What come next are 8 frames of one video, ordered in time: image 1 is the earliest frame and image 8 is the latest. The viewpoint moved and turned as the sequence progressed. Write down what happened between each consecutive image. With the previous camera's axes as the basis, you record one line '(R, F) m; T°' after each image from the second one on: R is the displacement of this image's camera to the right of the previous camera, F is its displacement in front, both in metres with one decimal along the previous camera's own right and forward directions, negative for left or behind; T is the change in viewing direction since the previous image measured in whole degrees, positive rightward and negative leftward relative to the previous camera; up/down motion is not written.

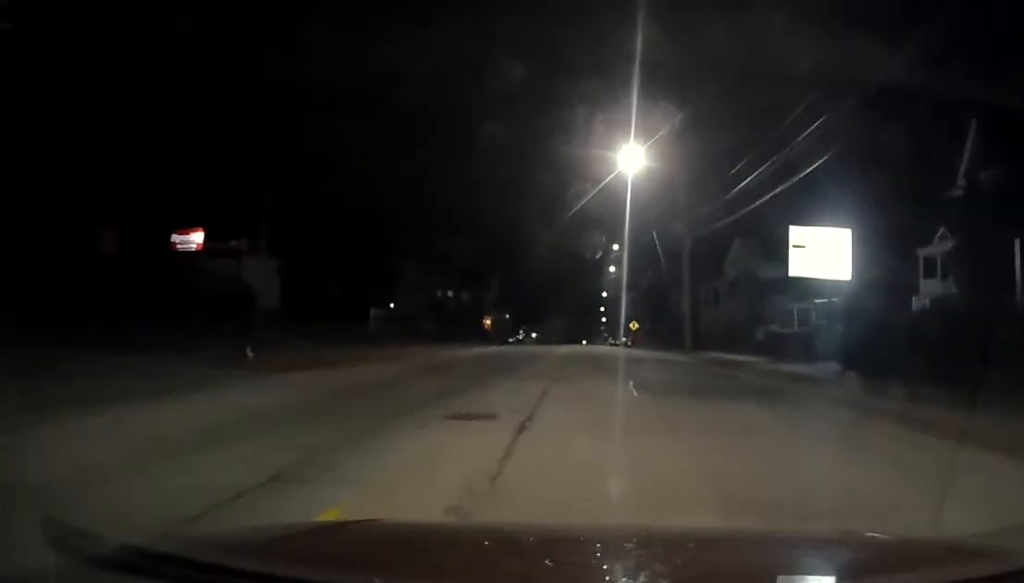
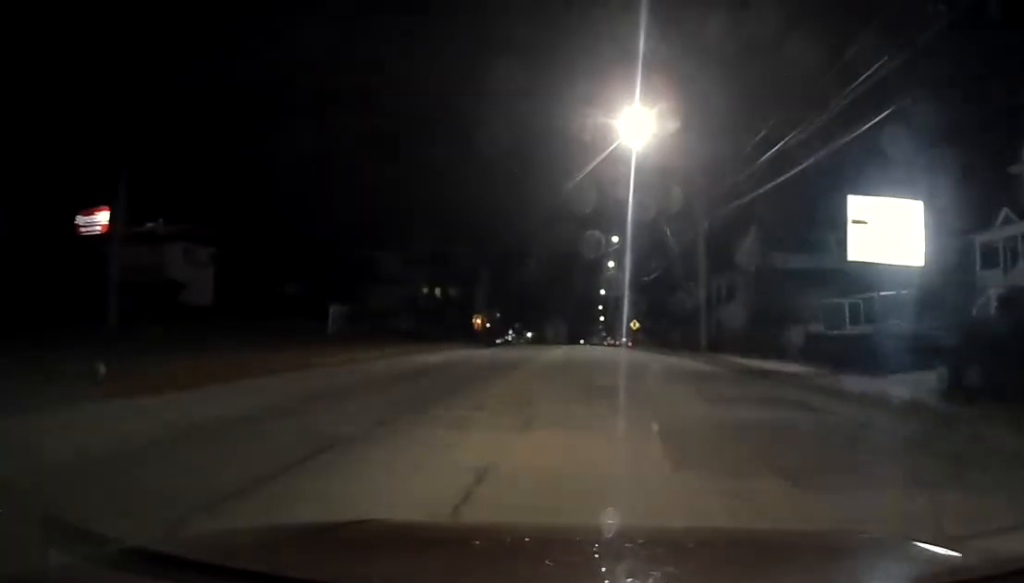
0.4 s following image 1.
(+0.1, +6.3) m; +1°
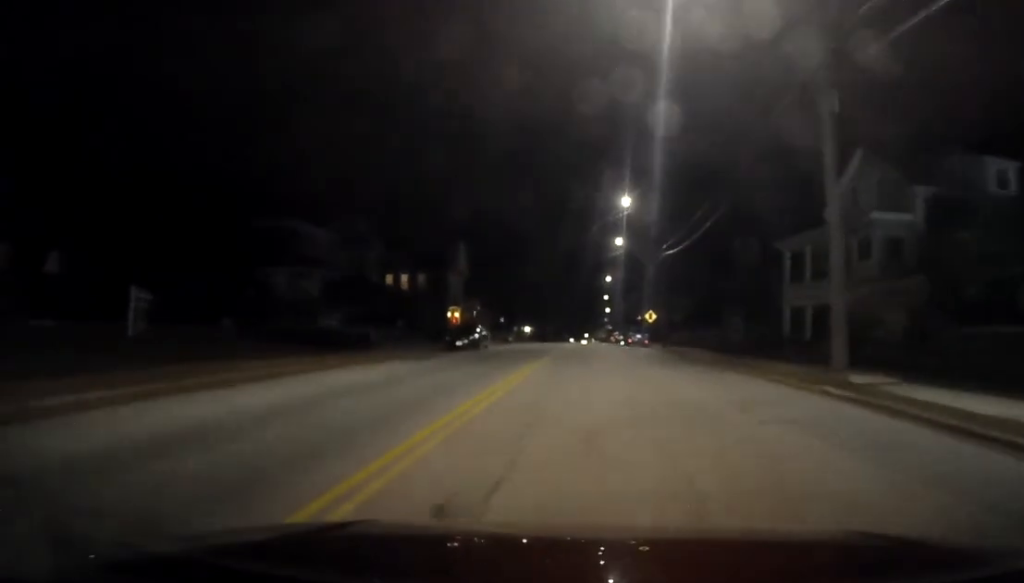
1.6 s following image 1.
(-0.3, +17.6) m; -2°
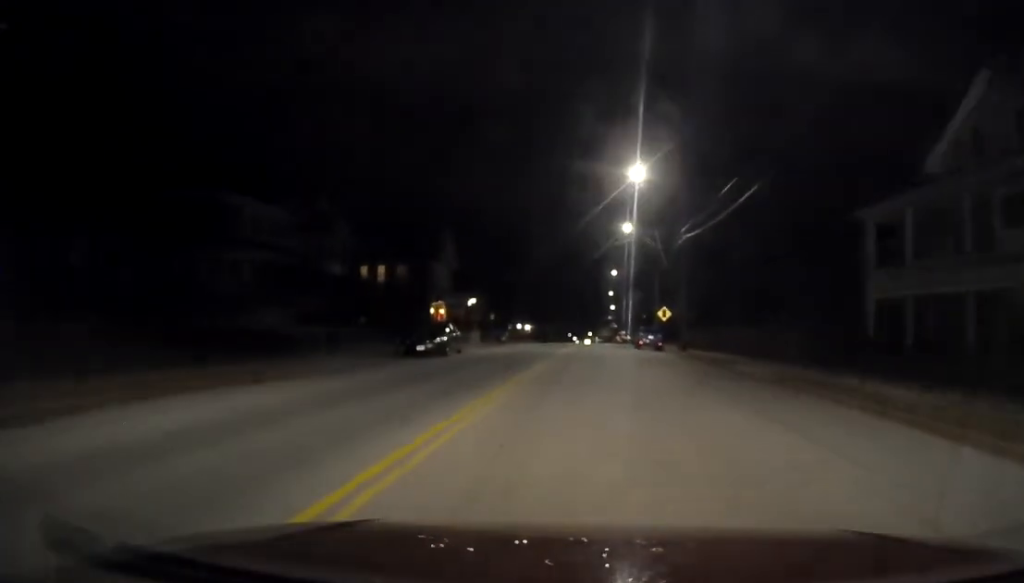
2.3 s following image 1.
(-0.2, +9.1) m; -1°
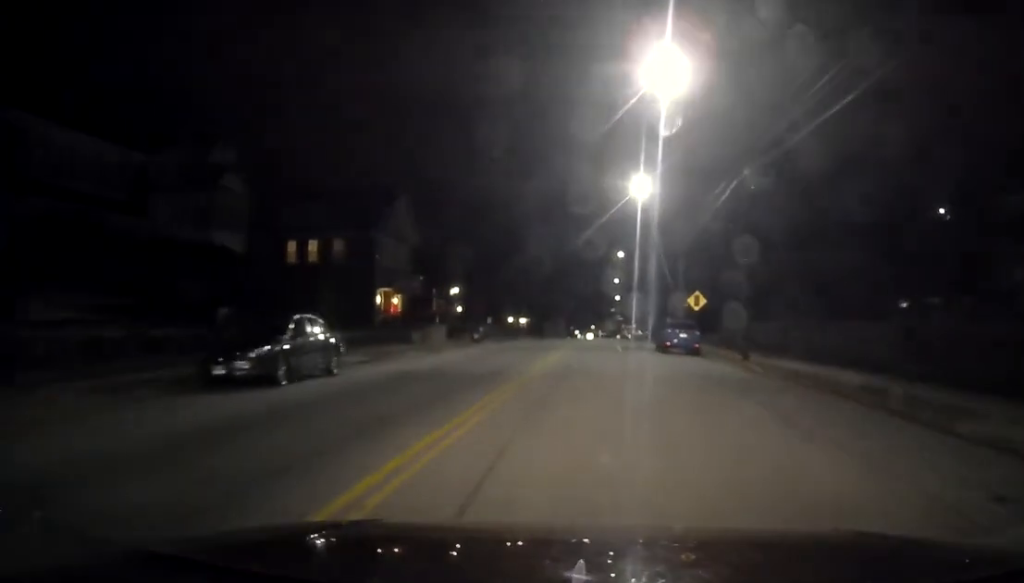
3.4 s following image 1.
(+0.1, +16.1) m; 0°
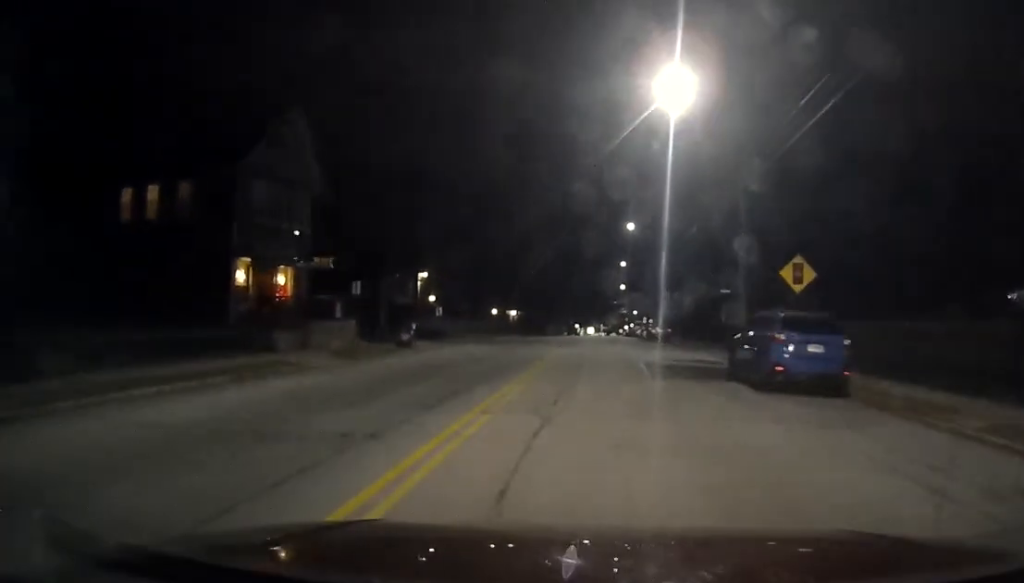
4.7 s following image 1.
(+0.1, +19.0) m; +1°
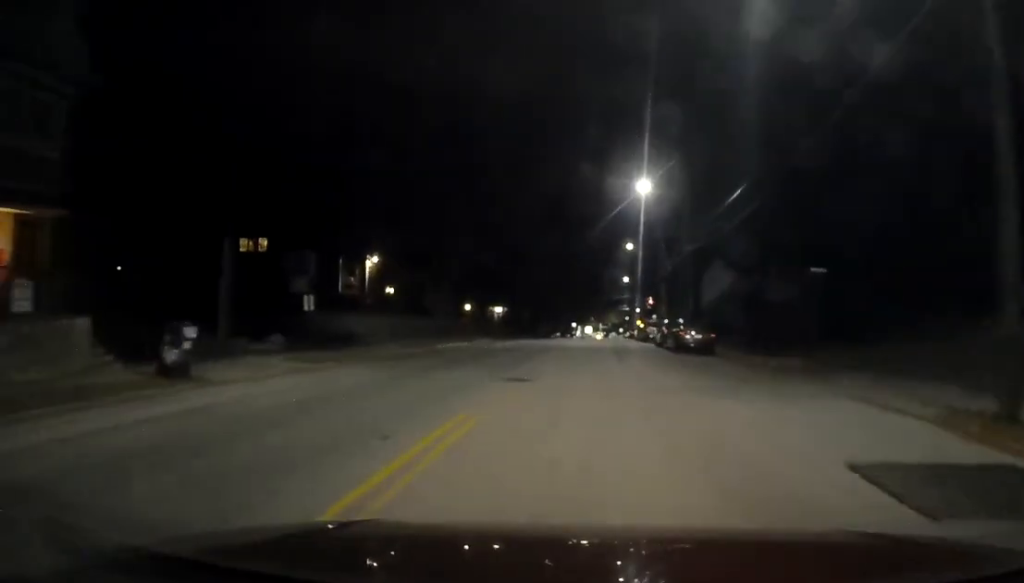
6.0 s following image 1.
(+0.1, +18.0) m; -1°
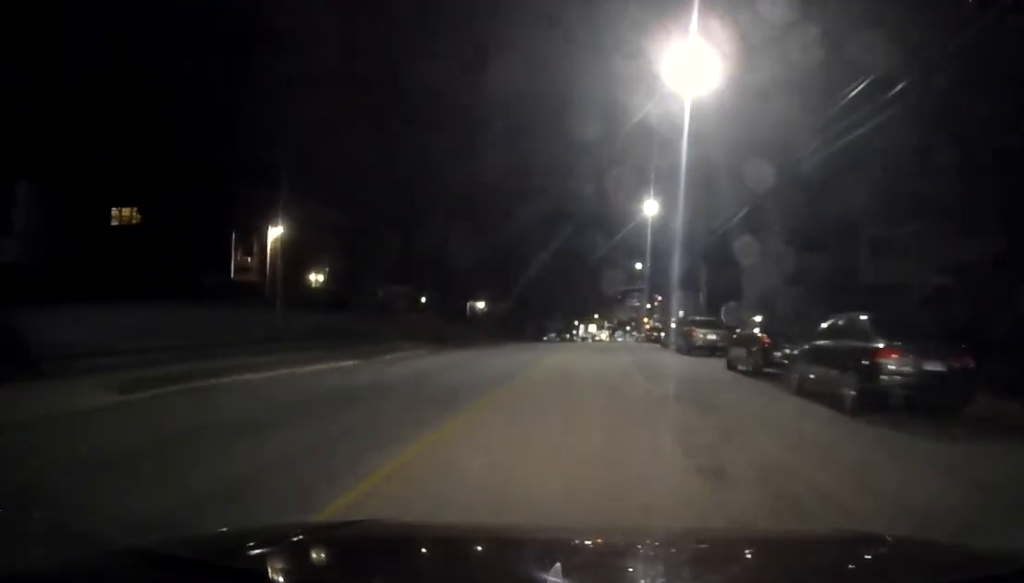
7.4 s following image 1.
(-0.3, +20.3) m; -1°
